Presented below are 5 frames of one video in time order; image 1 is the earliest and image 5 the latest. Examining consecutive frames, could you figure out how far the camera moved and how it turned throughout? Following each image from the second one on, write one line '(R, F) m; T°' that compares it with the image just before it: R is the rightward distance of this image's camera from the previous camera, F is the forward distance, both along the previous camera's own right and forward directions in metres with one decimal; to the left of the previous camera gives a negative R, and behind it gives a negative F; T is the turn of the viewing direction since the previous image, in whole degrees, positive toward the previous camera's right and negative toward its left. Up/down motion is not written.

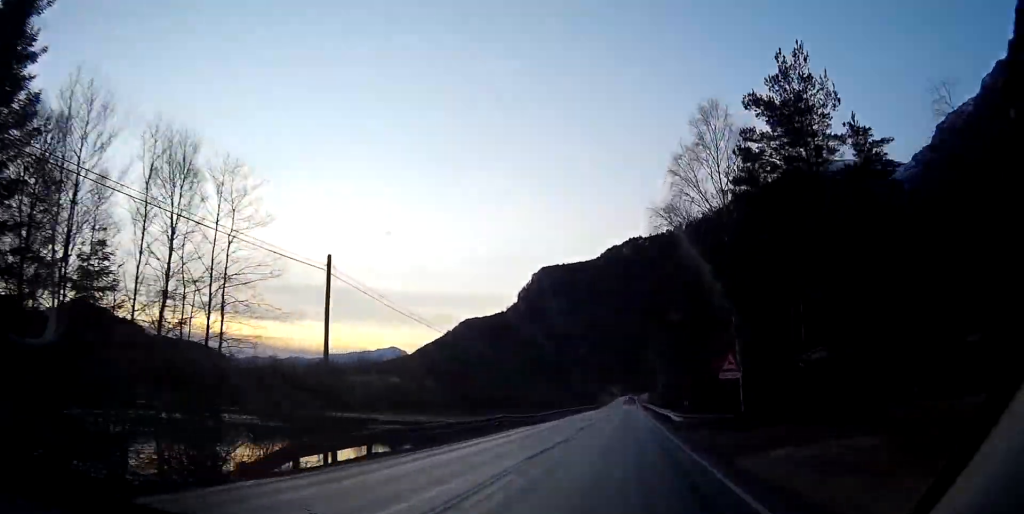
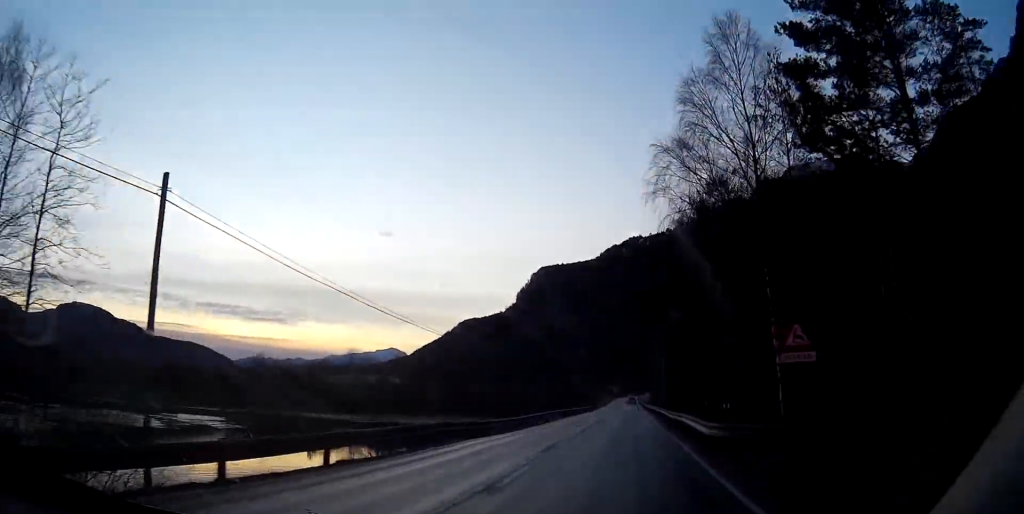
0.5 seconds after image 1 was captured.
(-0.1, +10.4) m; 0°
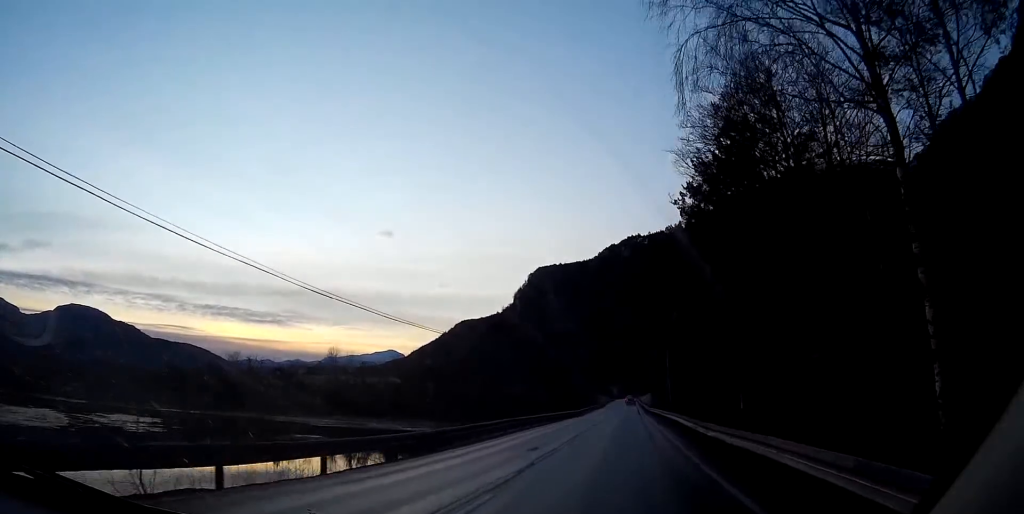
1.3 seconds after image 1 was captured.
(0.0, +15.7) m; 0°
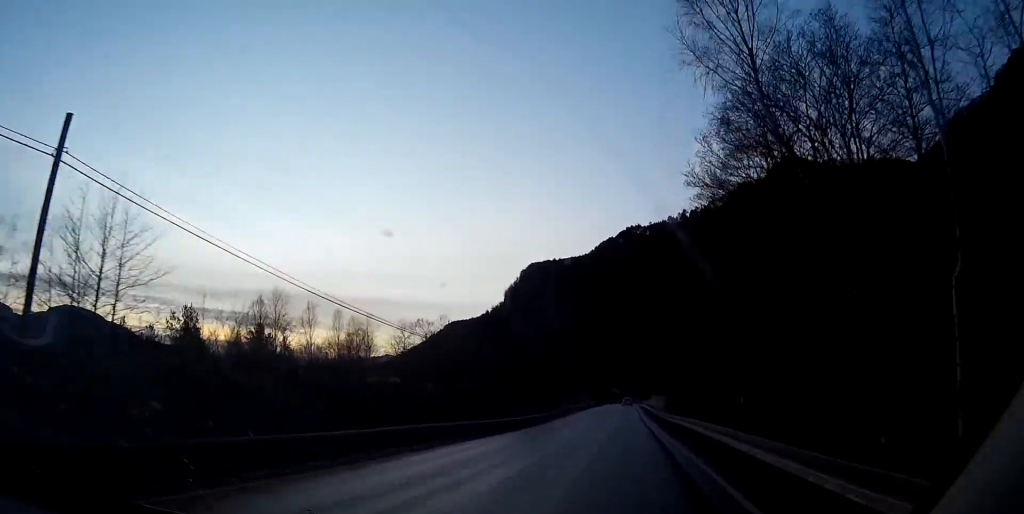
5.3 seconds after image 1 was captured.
(+1.5, +82.9) m; +2°
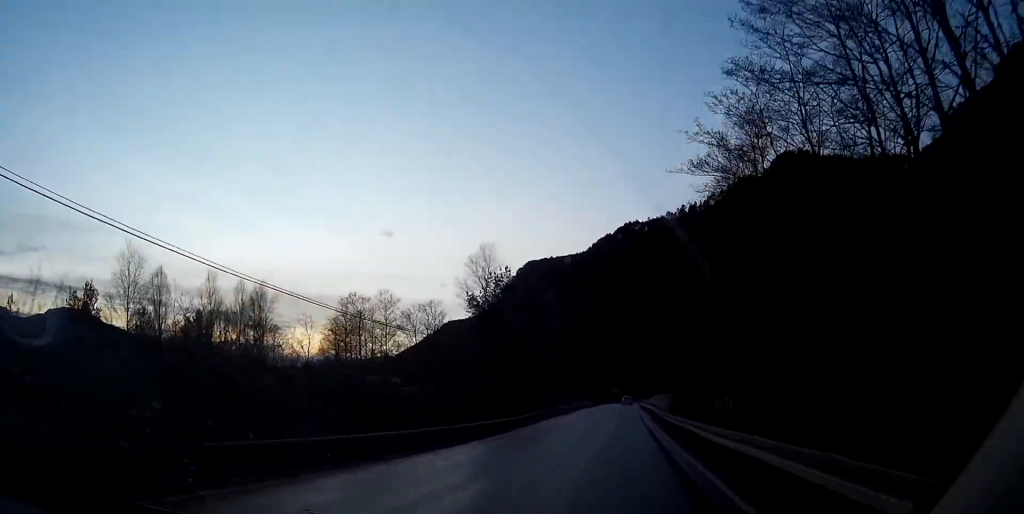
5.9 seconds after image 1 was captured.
(0.0, +14.9) m; +1°
